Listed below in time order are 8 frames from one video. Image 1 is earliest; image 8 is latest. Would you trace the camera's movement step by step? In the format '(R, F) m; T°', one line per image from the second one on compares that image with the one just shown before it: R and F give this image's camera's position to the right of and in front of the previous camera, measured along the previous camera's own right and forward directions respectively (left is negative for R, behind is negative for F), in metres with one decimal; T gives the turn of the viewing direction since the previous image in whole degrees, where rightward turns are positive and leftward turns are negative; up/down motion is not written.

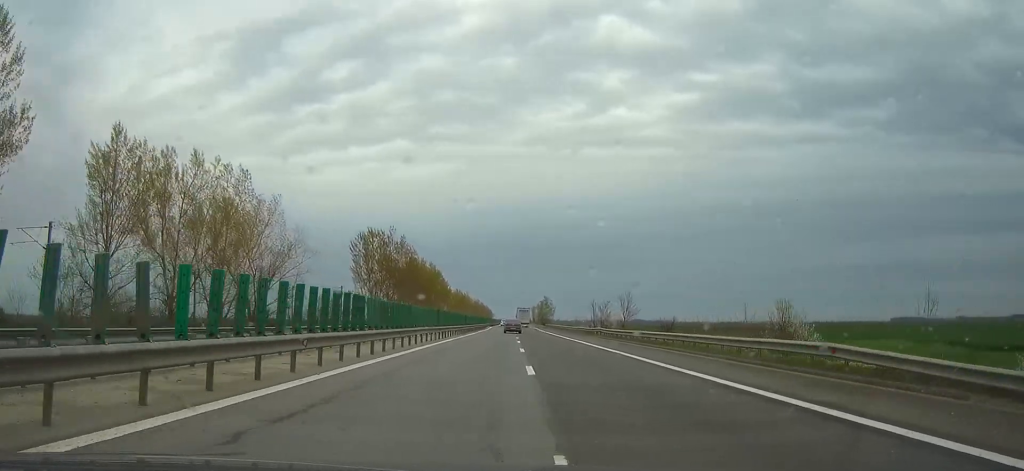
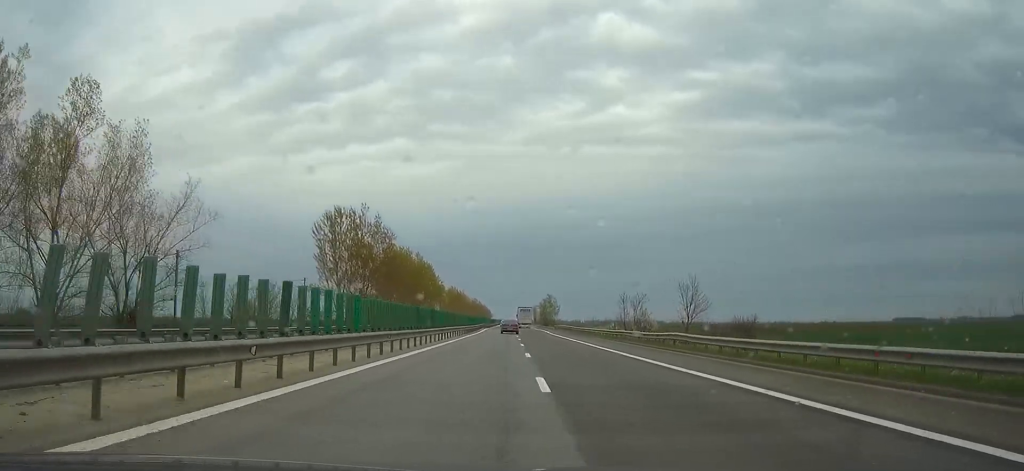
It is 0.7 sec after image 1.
(+0.1, +27.1) m; 0°
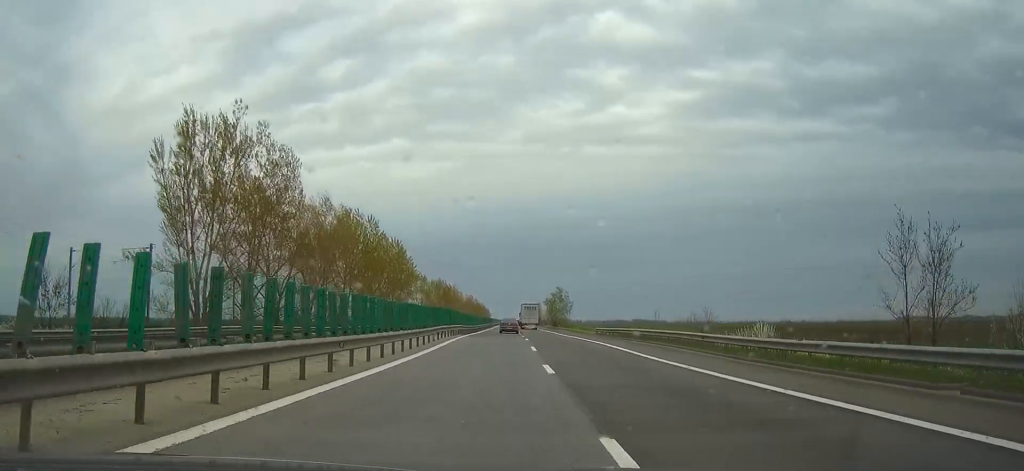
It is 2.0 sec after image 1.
(0.0, +55.4) m; 0°
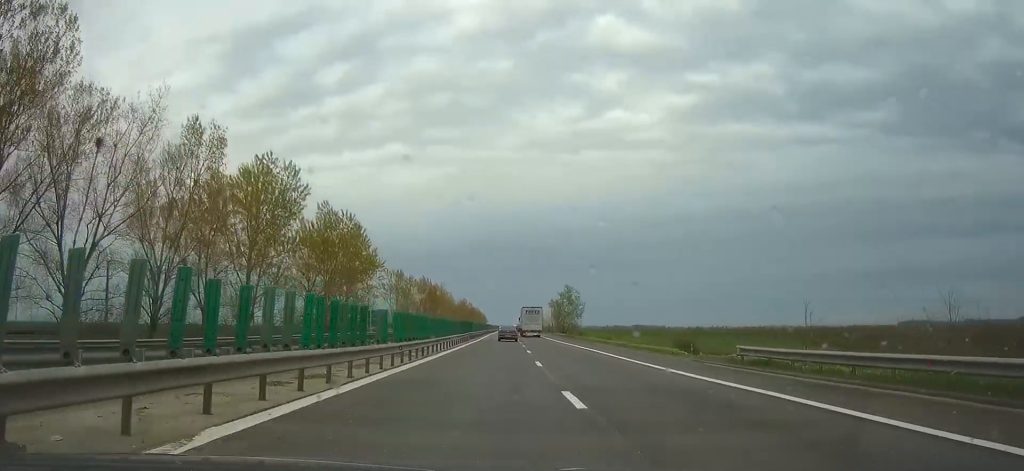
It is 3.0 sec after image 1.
(+0.1, +40.4) m; 0°
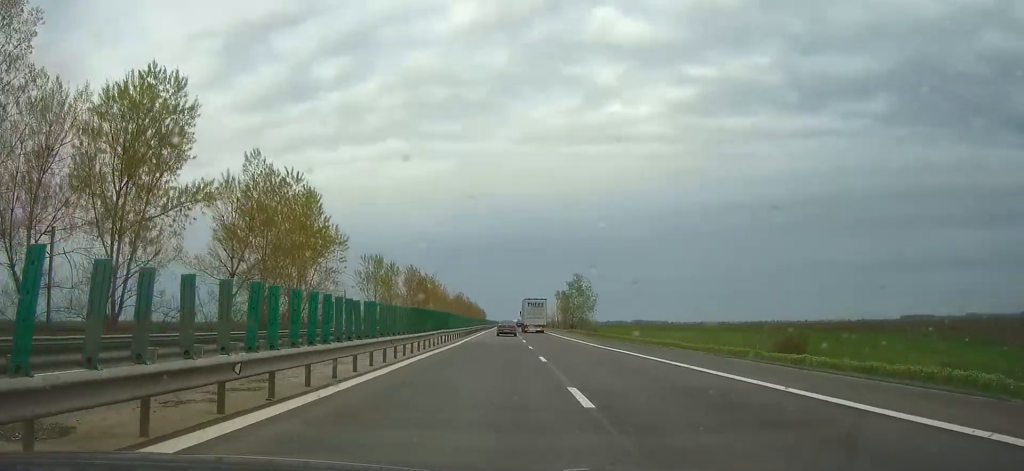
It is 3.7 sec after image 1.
(0.0, +25.6) m; 0°
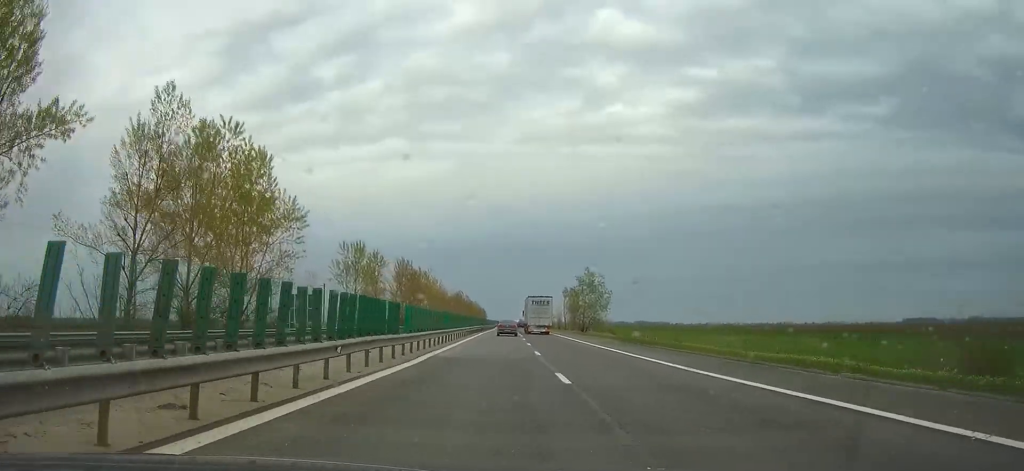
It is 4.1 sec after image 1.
(0.0, +18.9) m; 0°
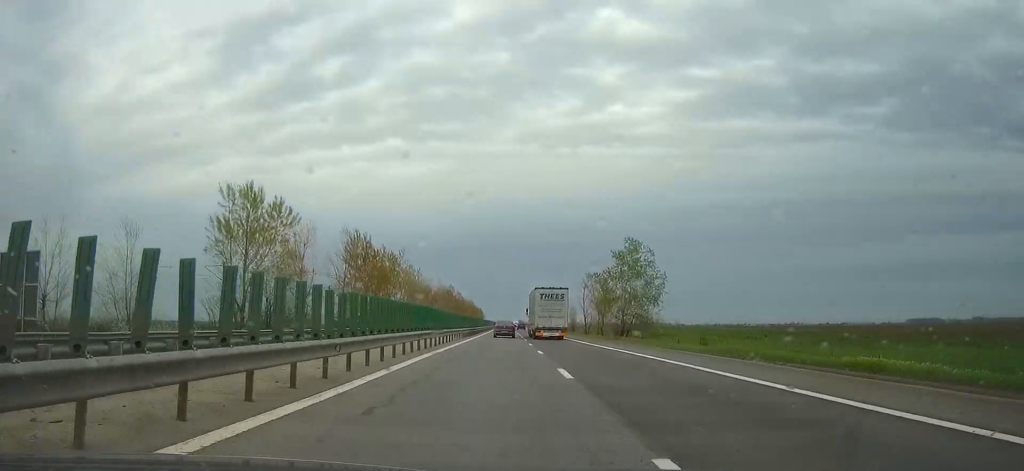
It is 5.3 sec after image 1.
(0.0, +48.7) m; 0°
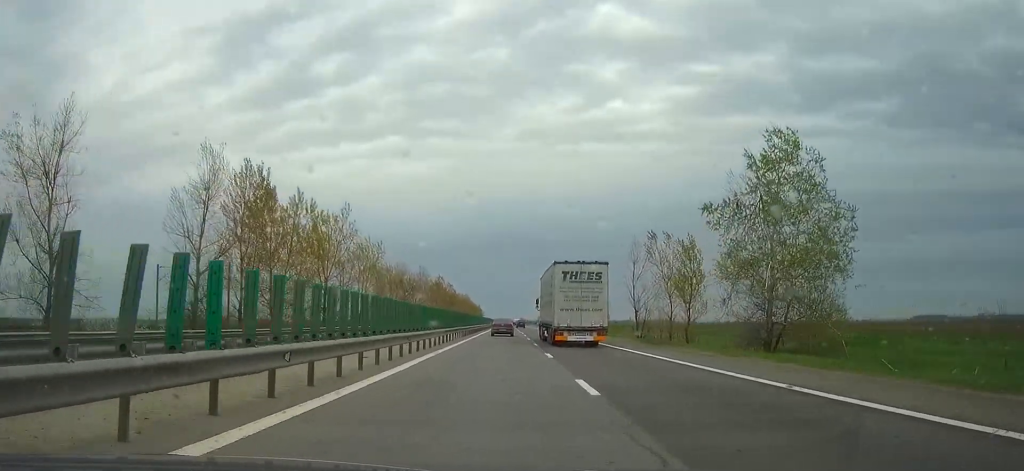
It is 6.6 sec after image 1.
(+0.1, +51.5) m; 0°
